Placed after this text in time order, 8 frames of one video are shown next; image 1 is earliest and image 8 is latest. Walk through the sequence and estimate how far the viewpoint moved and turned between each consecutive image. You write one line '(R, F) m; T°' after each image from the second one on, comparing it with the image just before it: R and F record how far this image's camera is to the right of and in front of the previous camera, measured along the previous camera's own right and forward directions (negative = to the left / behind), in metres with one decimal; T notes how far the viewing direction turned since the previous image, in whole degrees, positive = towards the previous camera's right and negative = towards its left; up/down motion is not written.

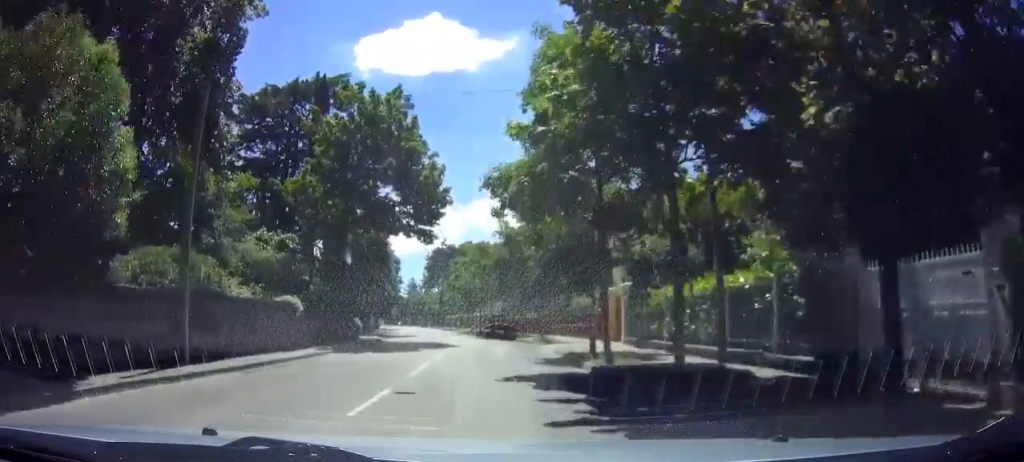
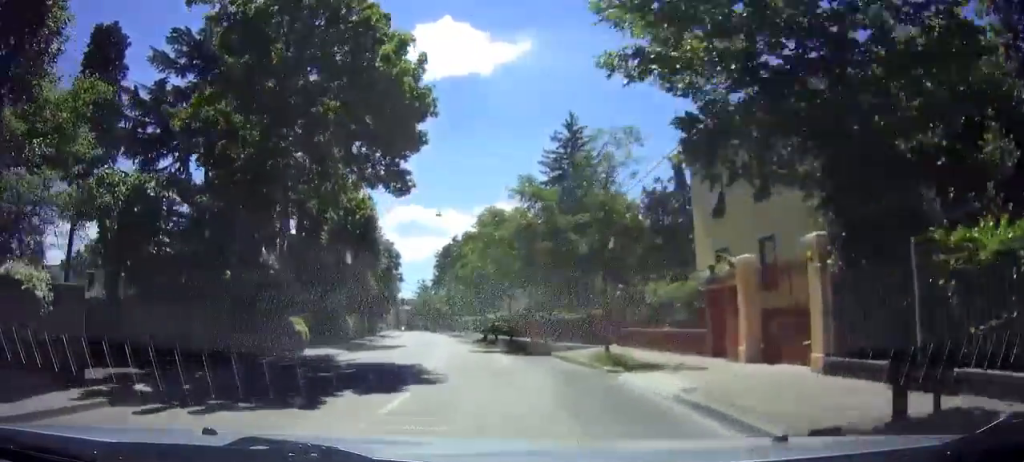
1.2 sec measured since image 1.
(-0.3, +14.3) m; -3°
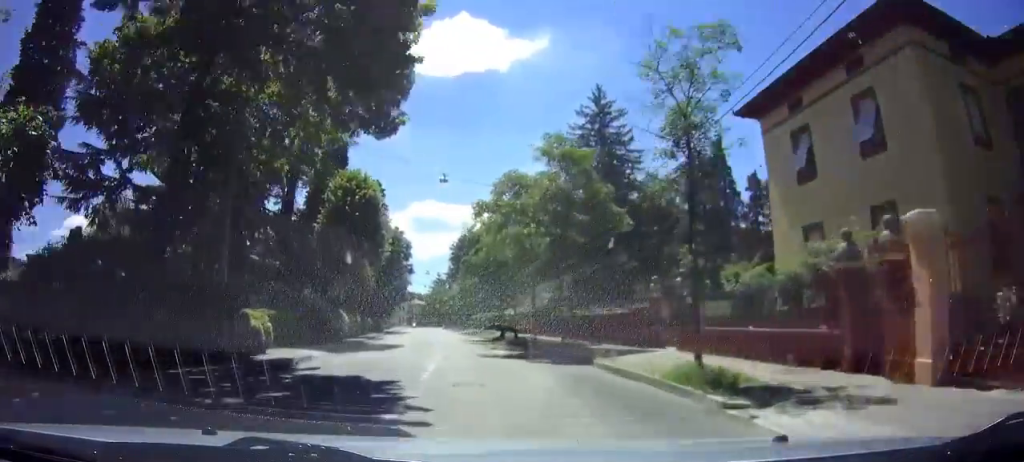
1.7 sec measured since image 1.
(0.0, +6.1) m; -2°
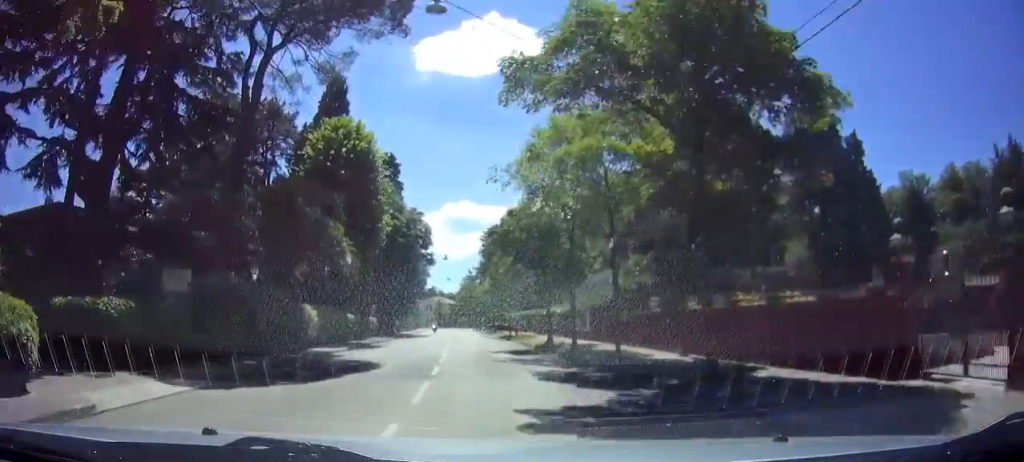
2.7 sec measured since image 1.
(-0.5, +12.7) m; -3°
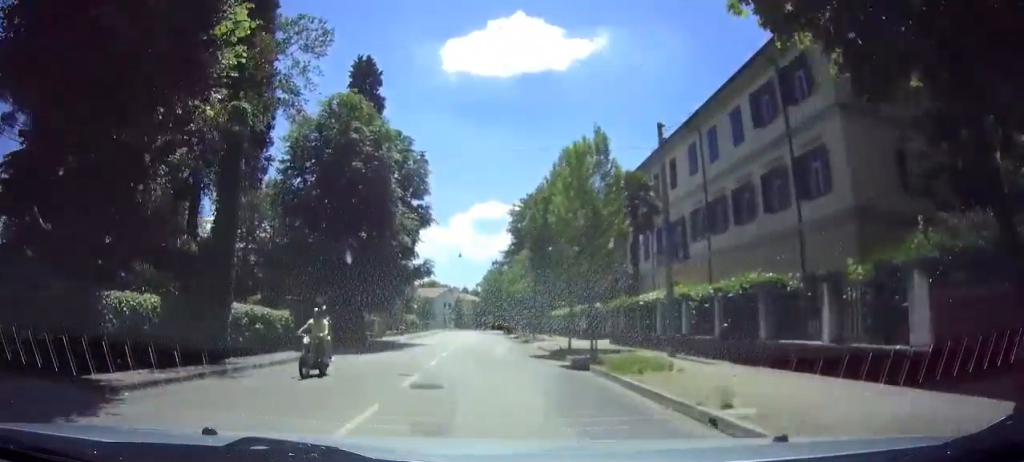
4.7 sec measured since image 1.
(-0.4, +24.7) m; -1°
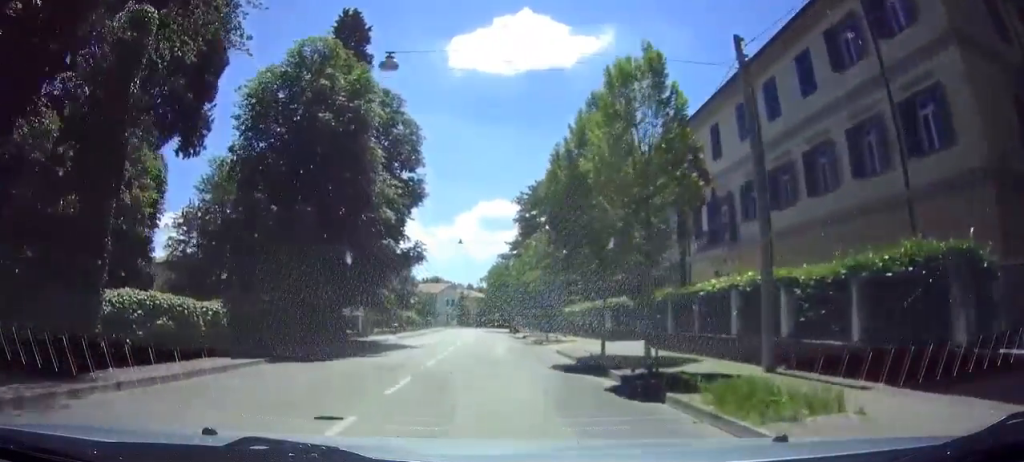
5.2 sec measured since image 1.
(0.0, +6.1) m; -1°
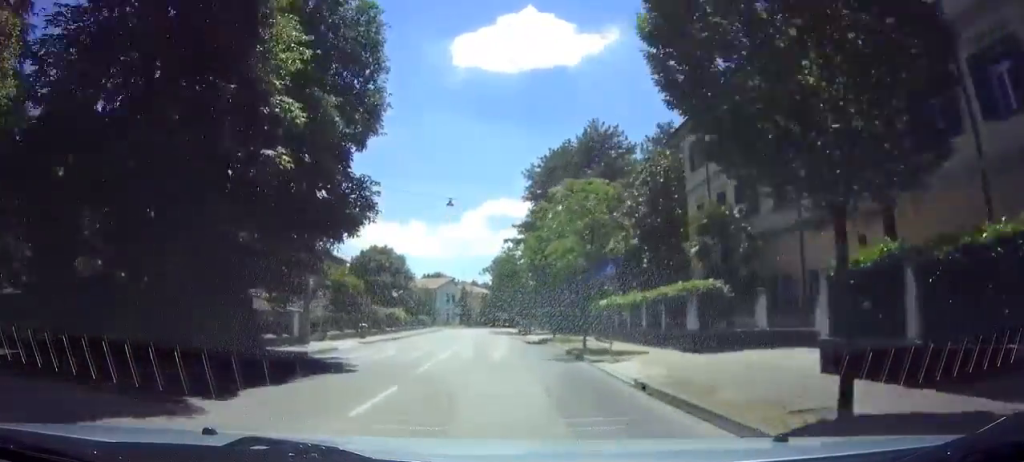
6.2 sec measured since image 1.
(-0.1, +11.8) m; -1°
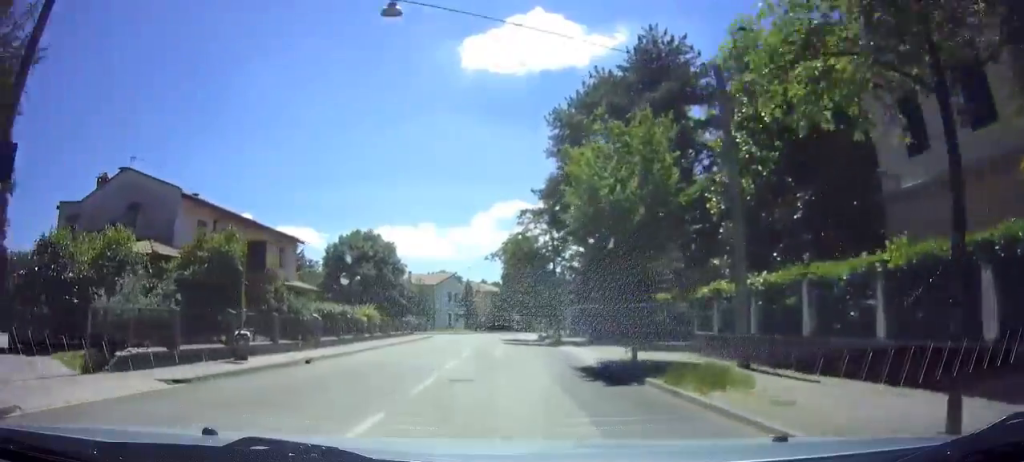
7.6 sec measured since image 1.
(-0.2, +17.1) m; -1°
